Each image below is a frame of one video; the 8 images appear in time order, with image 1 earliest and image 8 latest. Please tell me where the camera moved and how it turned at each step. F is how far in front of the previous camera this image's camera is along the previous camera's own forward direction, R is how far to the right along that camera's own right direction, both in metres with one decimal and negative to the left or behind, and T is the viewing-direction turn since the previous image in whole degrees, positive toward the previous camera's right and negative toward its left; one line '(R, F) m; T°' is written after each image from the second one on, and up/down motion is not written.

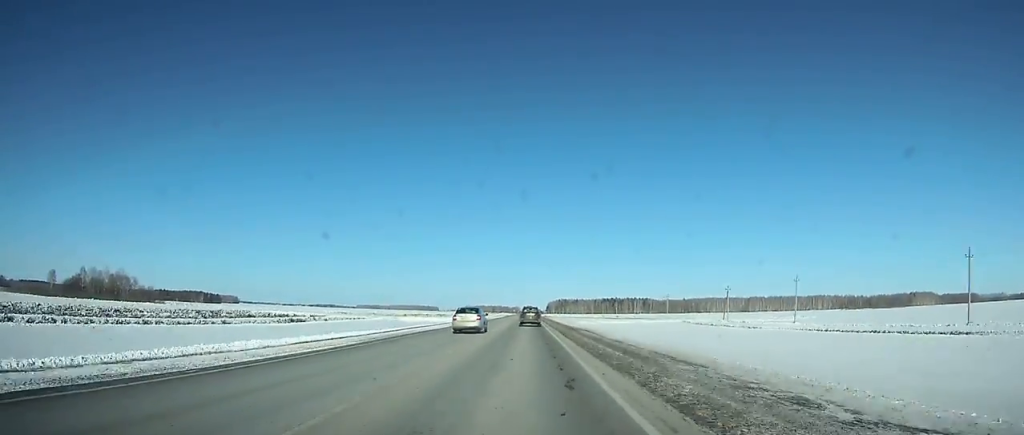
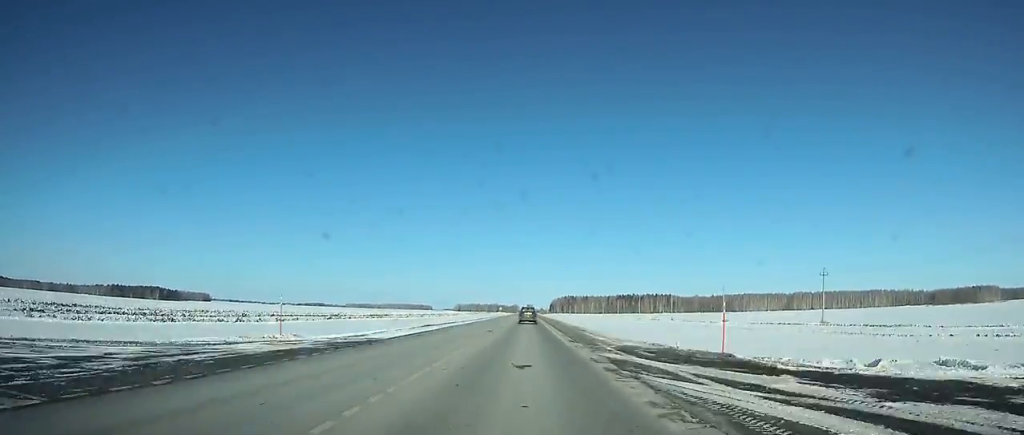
(+0.3, +175.9) m; 0°
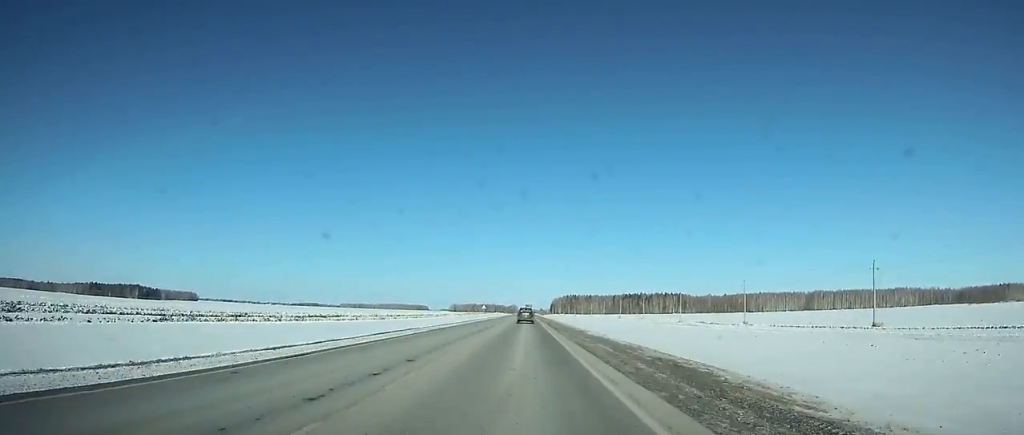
(0.0, +68.4) m; 0°
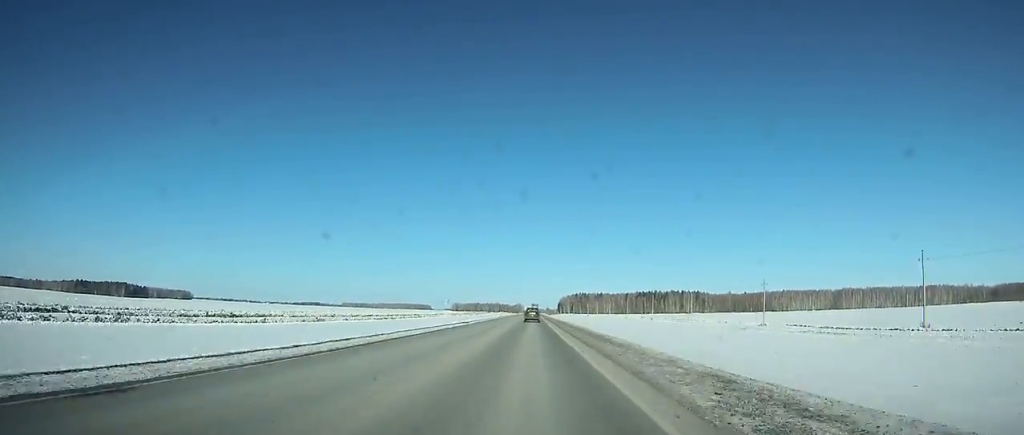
(-0.1, +60.6) m; 0°
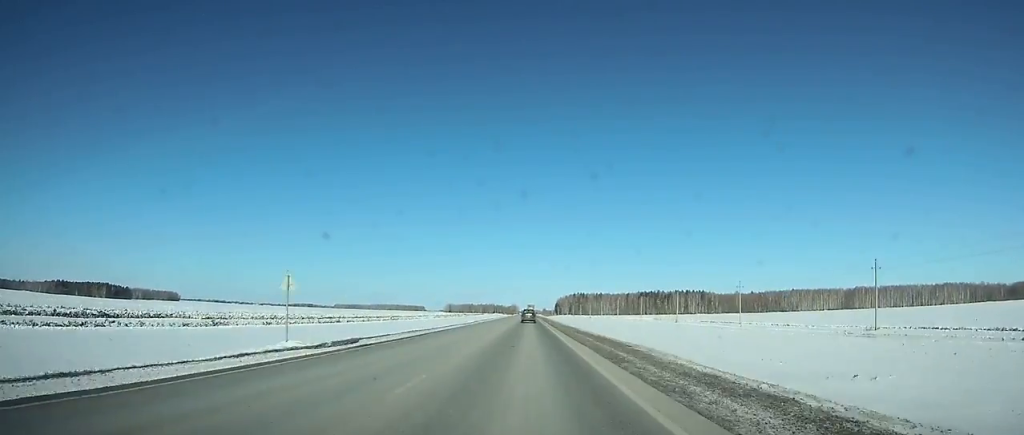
(0.0, +41.5) m; 0°
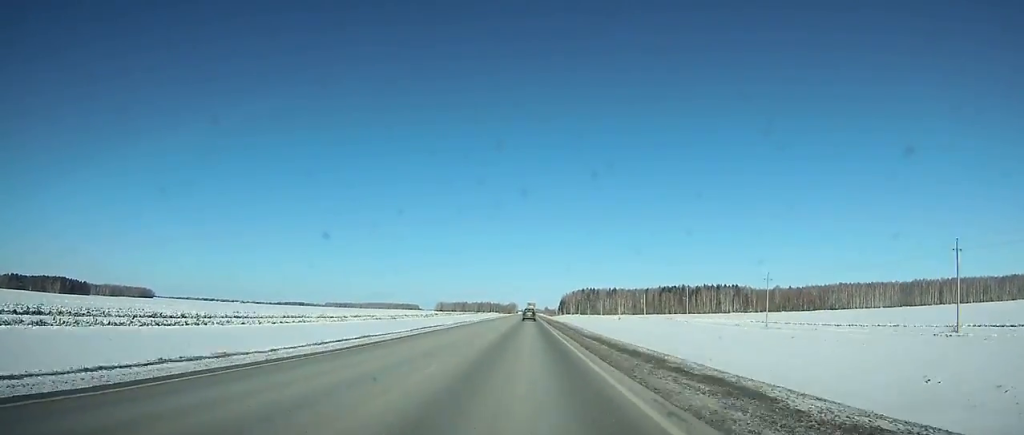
(+0.2, +117.8) m; 0°
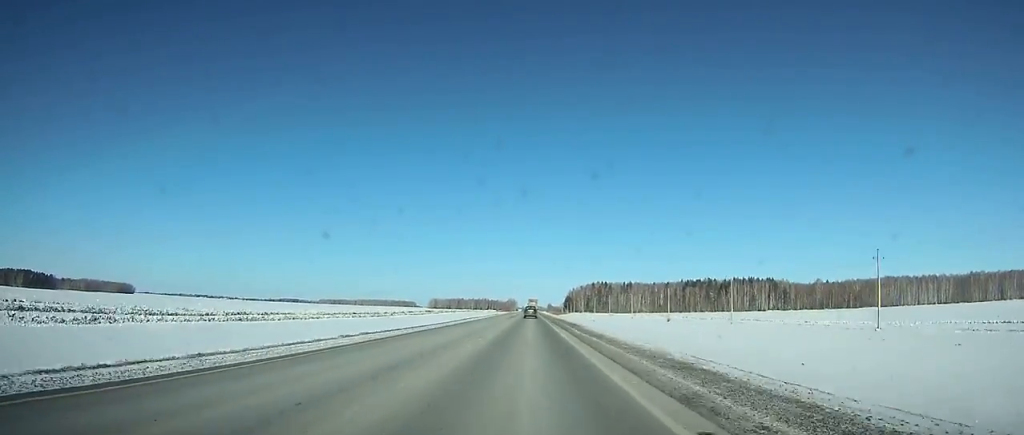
(-0.2, +85.2) m; 0°
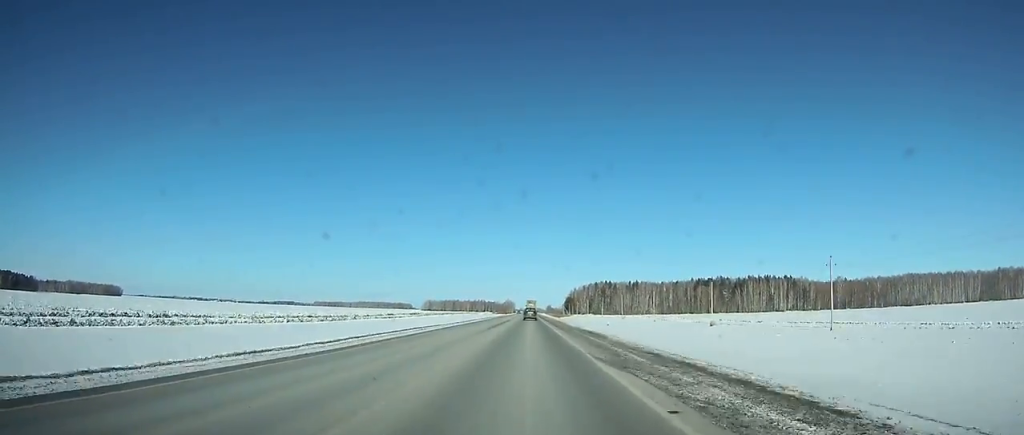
(-0.1, +39.9) m; 0°
